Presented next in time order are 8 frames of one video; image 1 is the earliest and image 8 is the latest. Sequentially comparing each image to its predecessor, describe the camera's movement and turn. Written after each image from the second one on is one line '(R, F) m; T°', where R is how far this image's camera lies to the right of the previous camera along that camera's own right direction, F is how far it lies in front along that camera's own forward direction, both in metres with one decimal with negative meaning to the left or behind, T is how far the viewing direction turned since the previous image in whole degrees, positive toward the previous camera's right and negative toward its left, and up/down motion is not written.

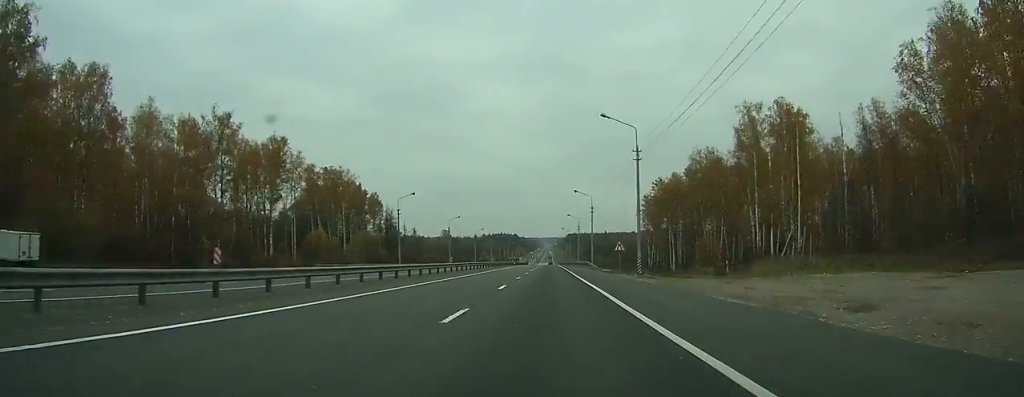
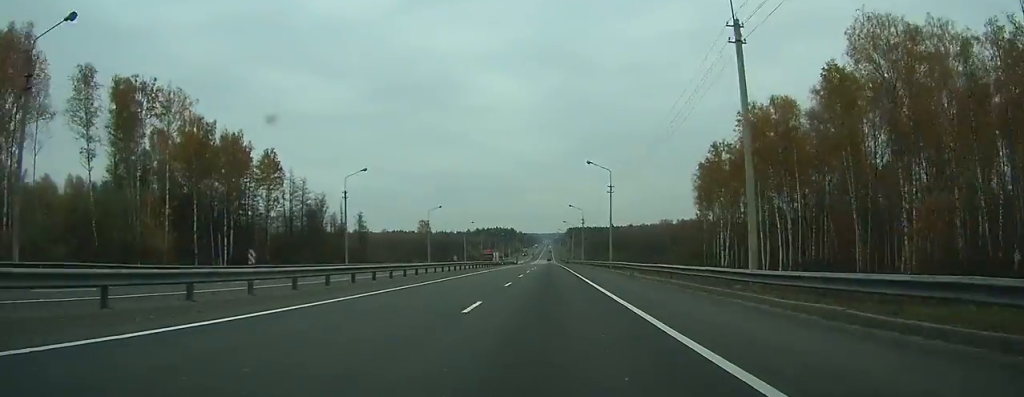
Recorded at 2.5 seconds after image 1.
(+0.1, +73.8) m; 0°
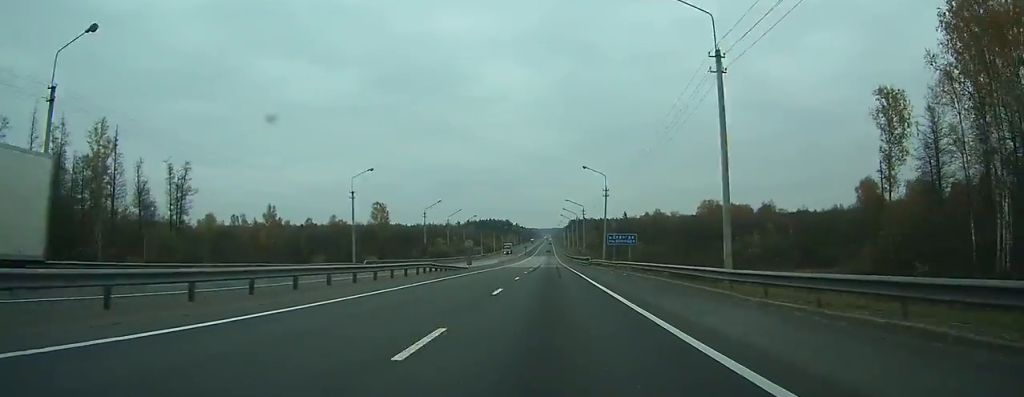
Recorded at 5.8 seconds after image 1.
(-0.1, +94.4) m; 0°
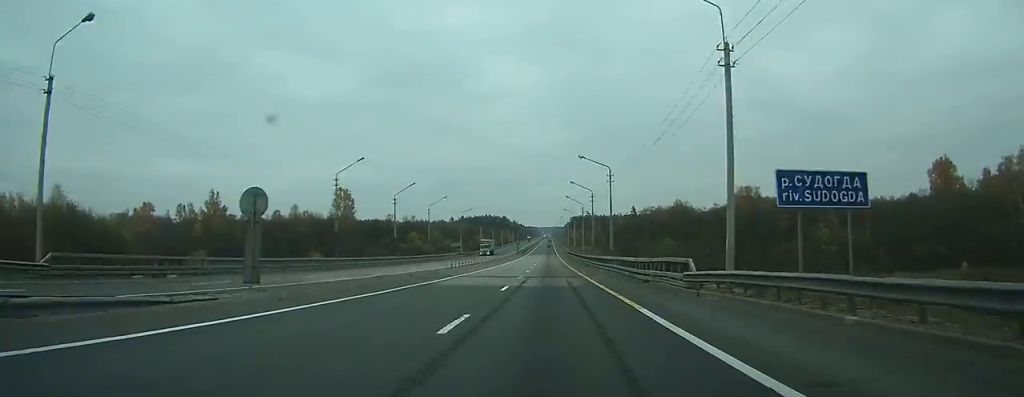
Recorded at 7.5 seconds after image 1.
(-0.1, +45.4) m; 0°
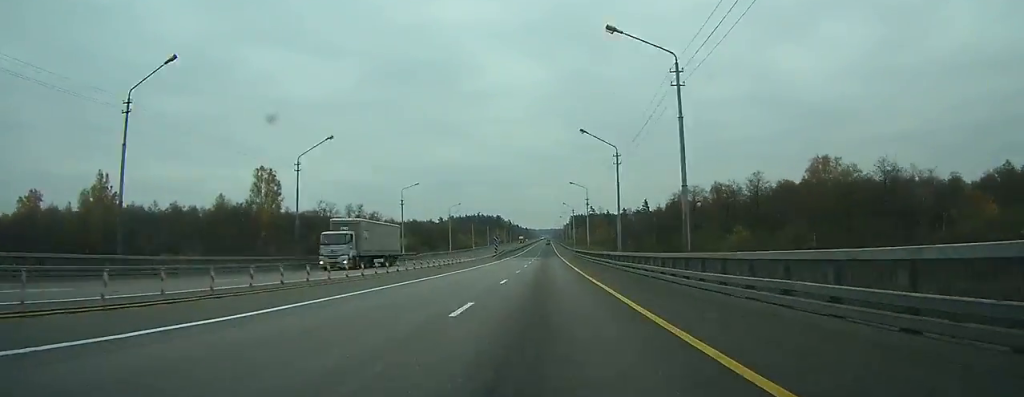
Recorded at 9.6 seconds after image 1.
(0.0, +58.1) m; 0°
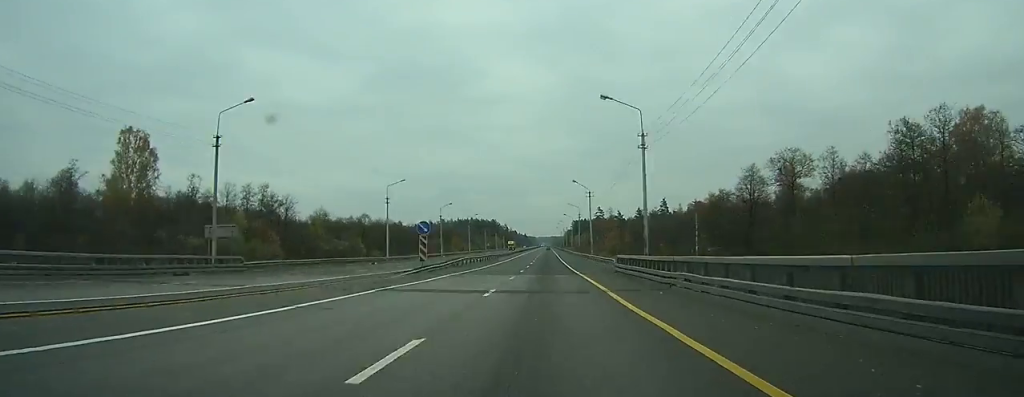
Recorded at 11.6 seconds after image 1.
(-0.1, +57.4) m; 0°
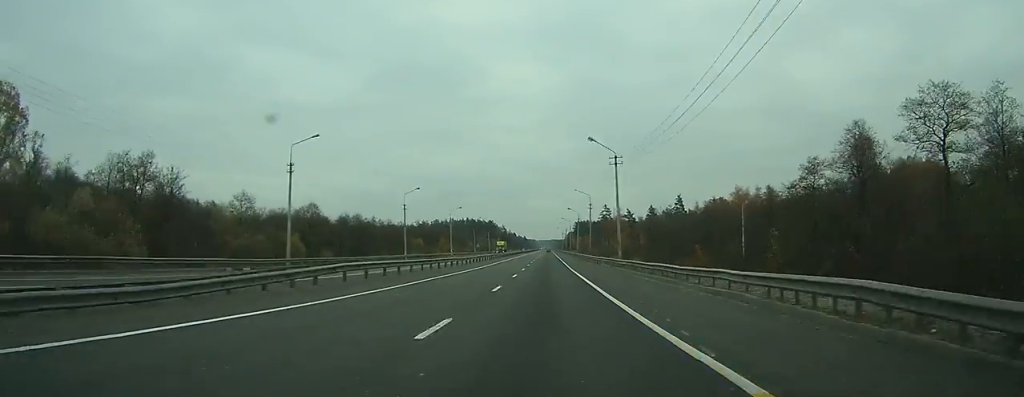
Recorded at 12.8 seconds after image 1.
(-0.1, +34.5) m; 0°
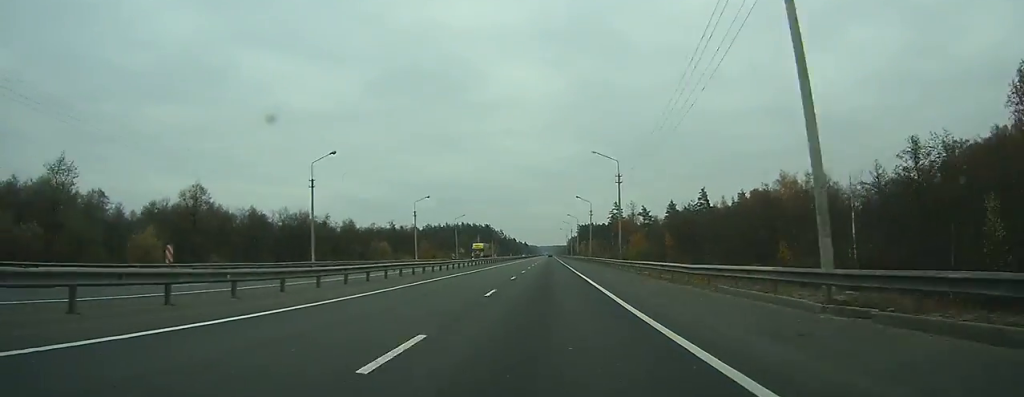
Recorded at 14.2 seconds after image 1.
(0.0, +39.3) m; 0°
